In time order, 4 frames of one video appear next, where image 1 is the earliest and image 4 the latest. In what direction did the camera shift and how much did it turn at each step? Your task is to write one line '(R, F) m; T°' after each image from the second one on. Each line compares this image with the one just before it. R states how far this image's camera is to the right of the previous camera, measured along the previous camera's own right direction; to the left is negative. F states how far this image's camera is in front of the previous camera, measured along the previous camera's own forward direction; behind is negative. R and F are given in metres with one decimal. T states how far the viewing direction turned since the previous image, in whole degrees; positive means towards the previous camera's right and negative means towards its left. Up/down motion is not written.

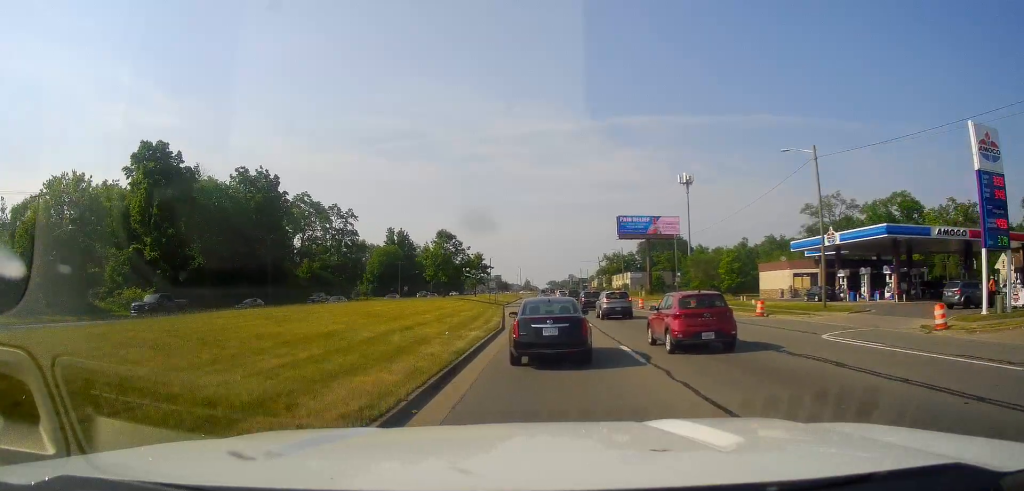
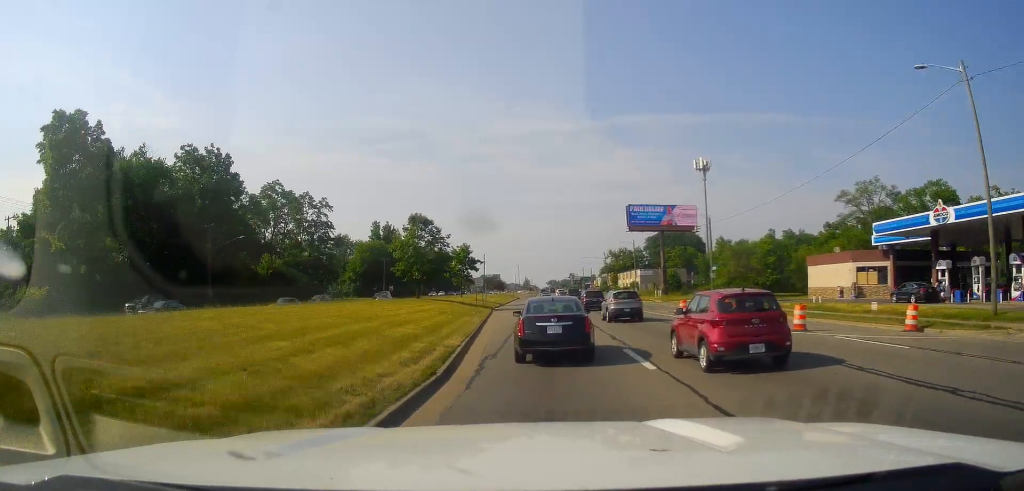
(-0.3, +16.6) m; 0°
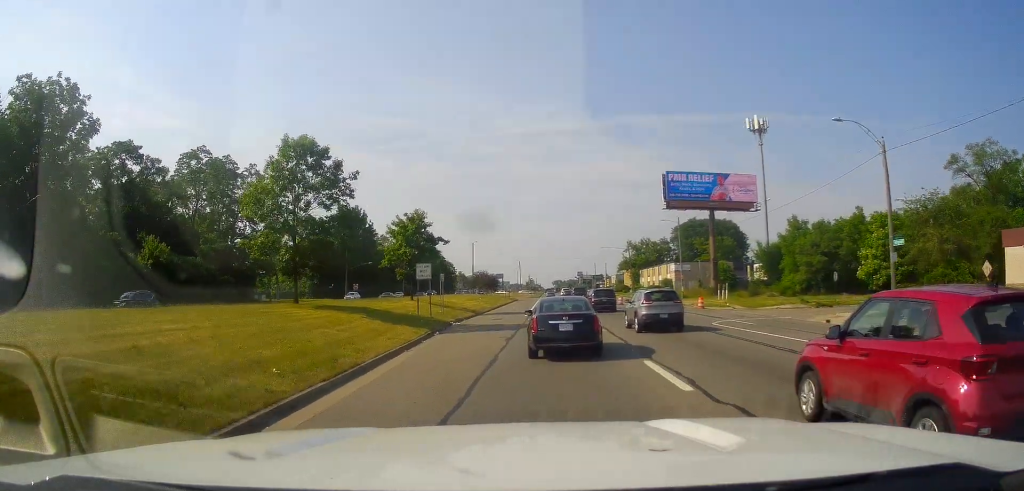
(+0.5, +33.2) m; -2°
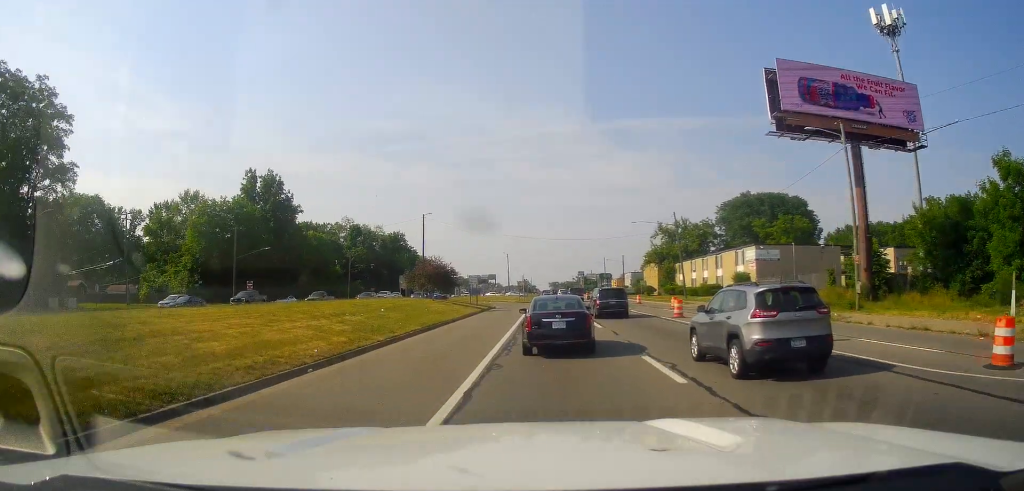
(+0.6, +44.5) m; +1°
